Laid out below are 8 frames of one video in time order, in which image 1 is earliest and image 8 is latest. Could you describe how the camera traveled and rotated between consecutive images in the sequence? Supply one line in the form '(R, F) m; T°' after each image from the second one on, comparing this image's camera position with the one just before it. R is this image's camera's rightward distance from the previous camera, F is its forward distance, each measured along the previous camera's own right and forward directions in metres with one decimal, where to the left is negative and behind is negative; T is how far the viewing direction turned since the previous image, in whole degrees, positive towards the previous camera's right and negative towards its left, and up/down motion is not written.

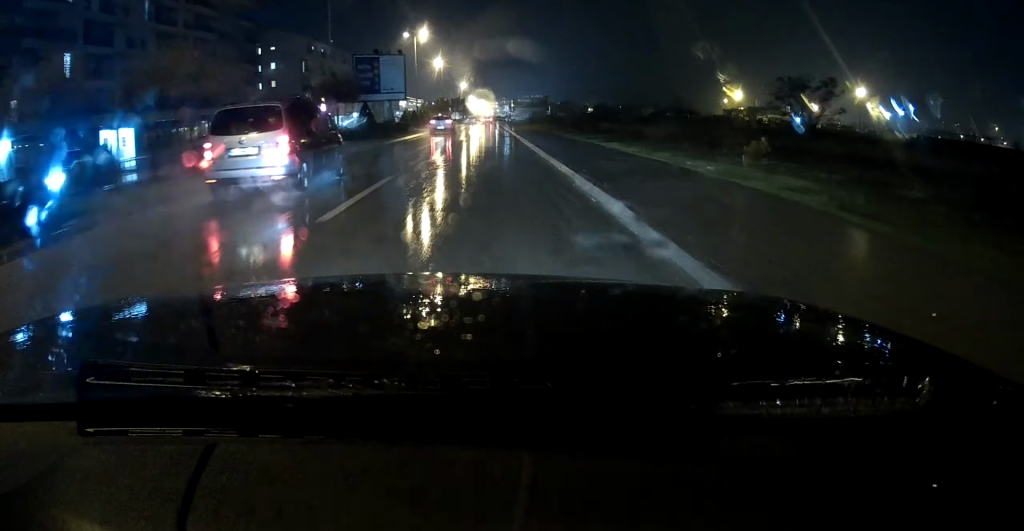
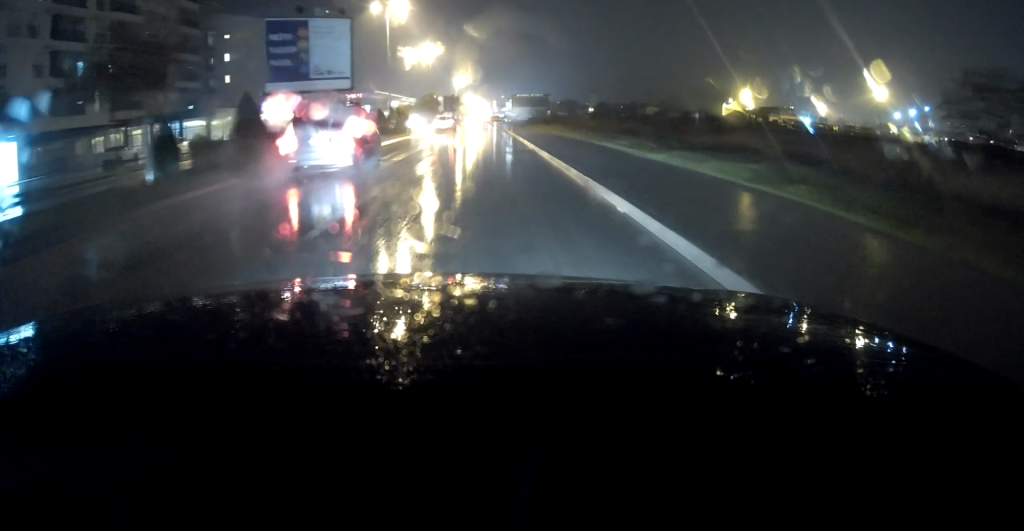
(+0.1, +18.4) m; 0°
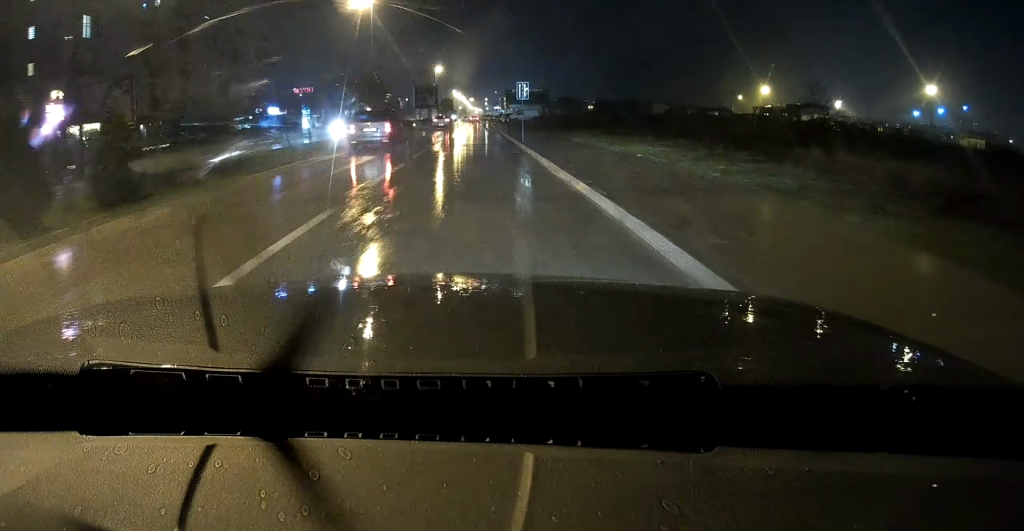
(+0.1, +39.4) m; 0°
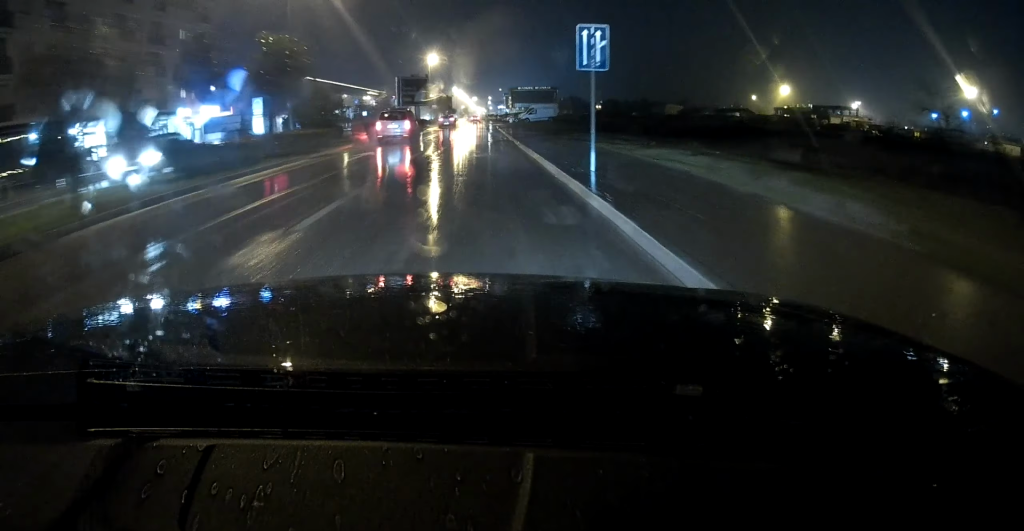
(0.0, +20.7) m; 0°
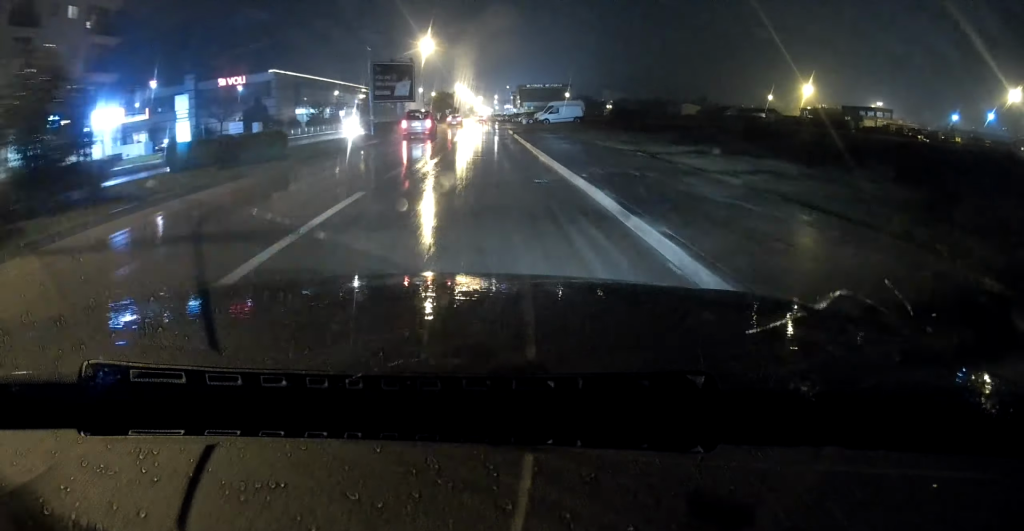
(-0.1, +18.5) m; 0°
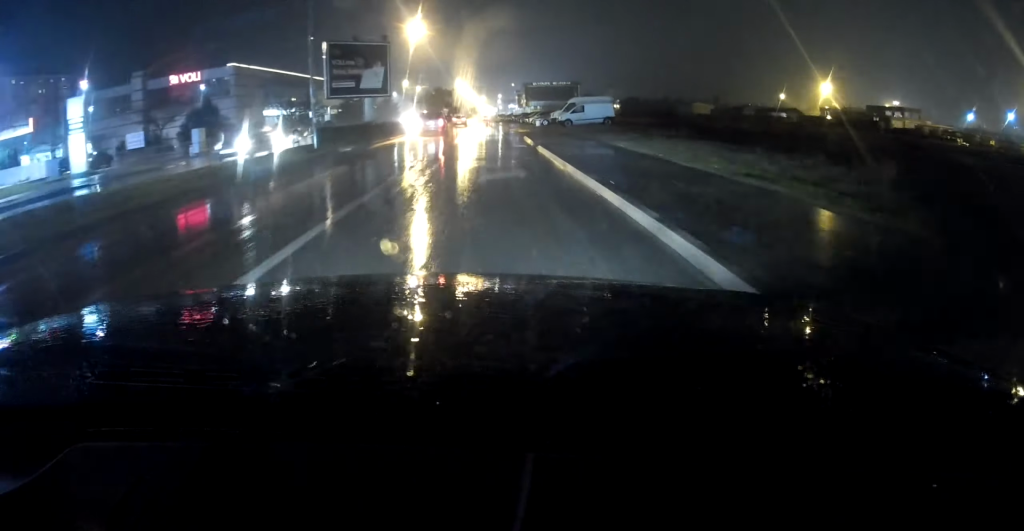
(0.0, +13.4) m; +1°
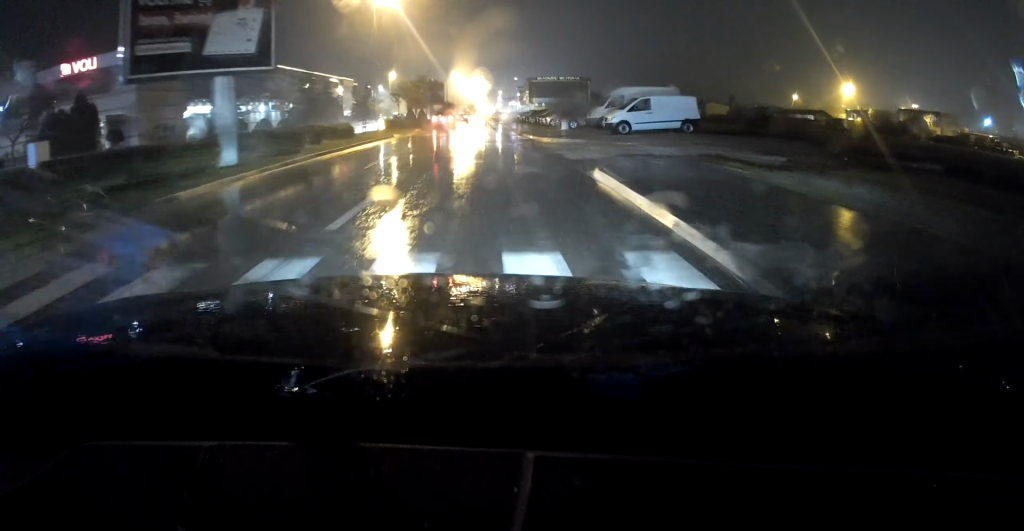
(+0.2, +16.8) m; +6°
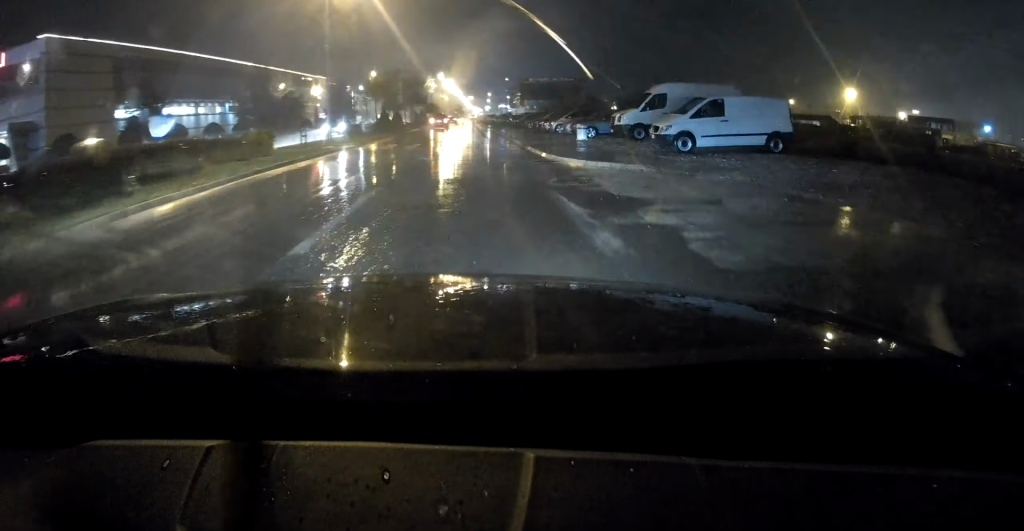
(+0.3, +8.5) m; +15°
